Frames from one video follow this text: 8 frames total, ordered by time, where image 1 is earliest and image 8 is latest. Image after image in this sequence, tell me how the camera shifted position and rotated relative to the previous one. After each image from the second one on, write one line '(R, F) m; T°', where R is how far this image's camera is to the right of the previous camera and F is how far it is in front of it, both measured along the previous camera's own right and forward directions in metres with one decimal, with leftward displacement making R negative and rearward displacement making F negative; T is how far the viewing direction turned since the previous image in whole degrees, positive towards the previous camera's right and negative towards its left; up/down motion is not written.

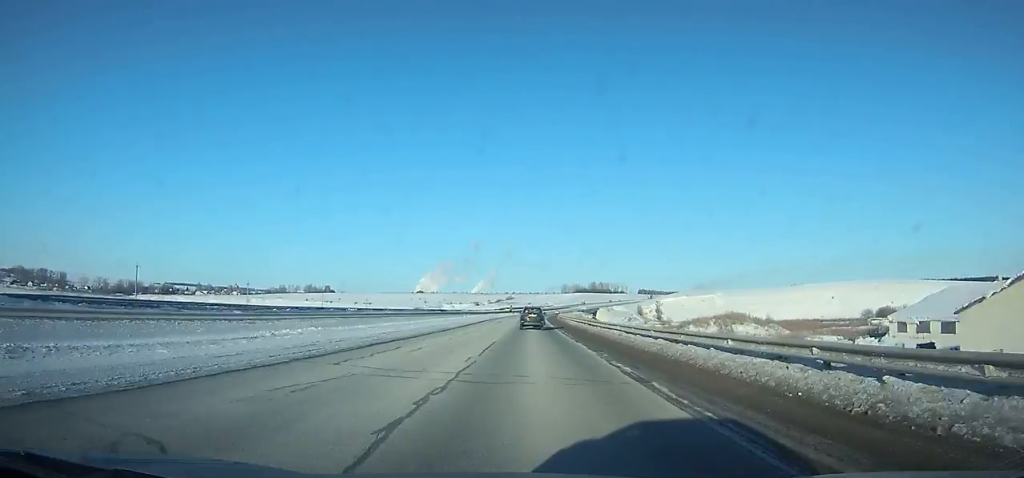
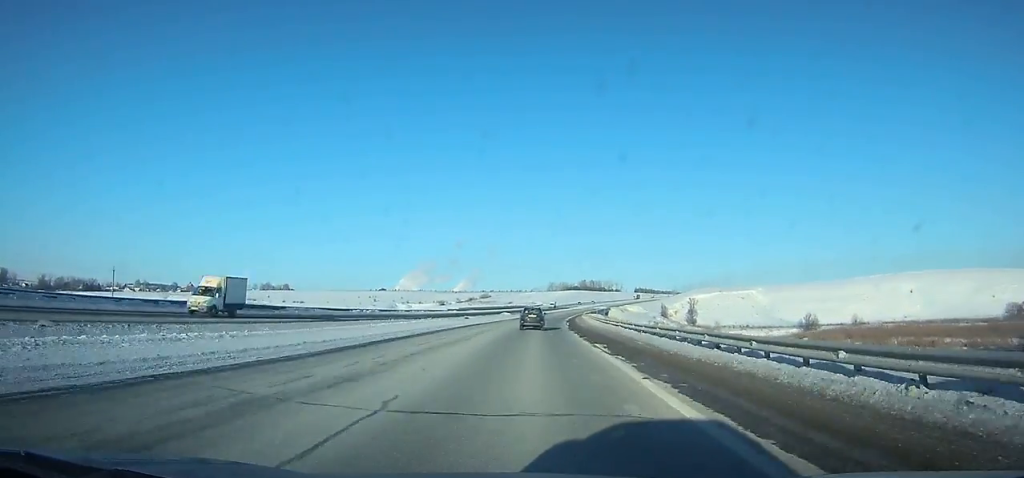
(+0.9, +108.0) m; +2°
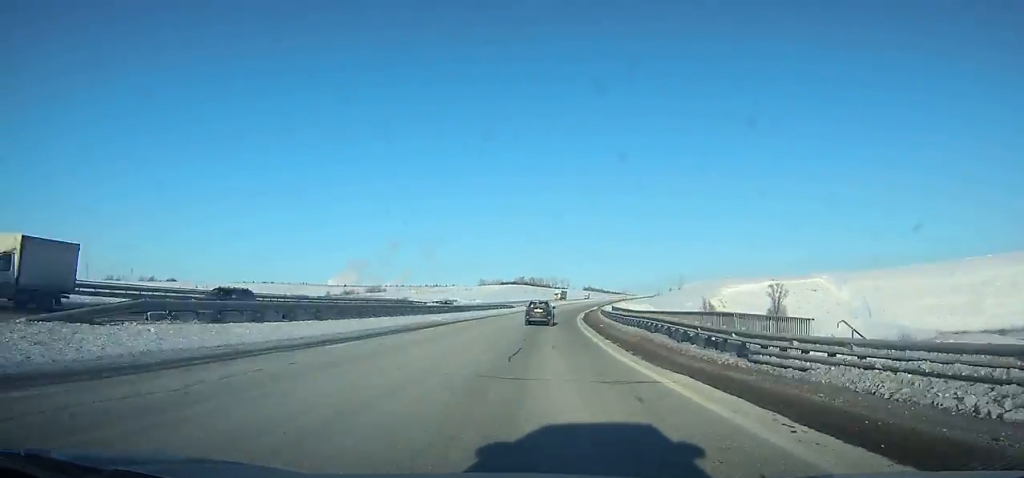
(+8.0, +140.2) m; +7°
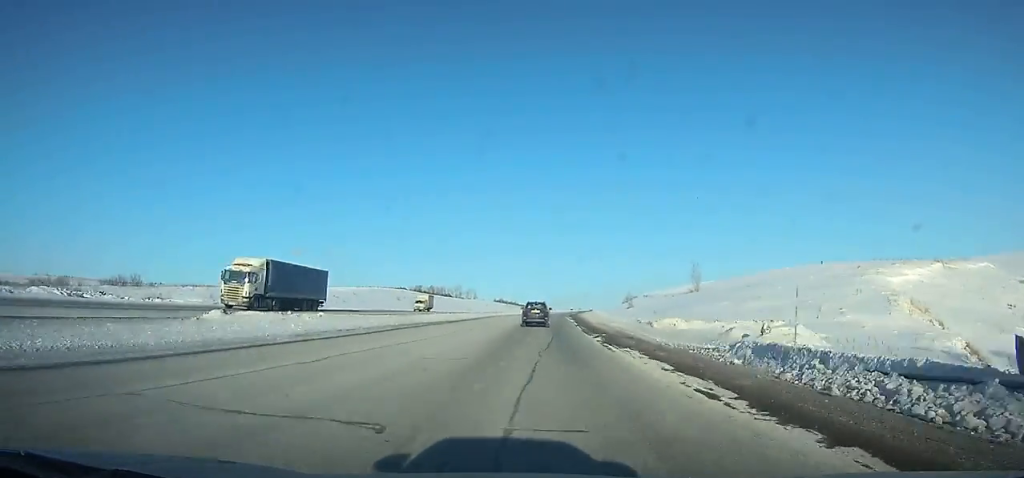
(+7.1, +114.2) m; +7°
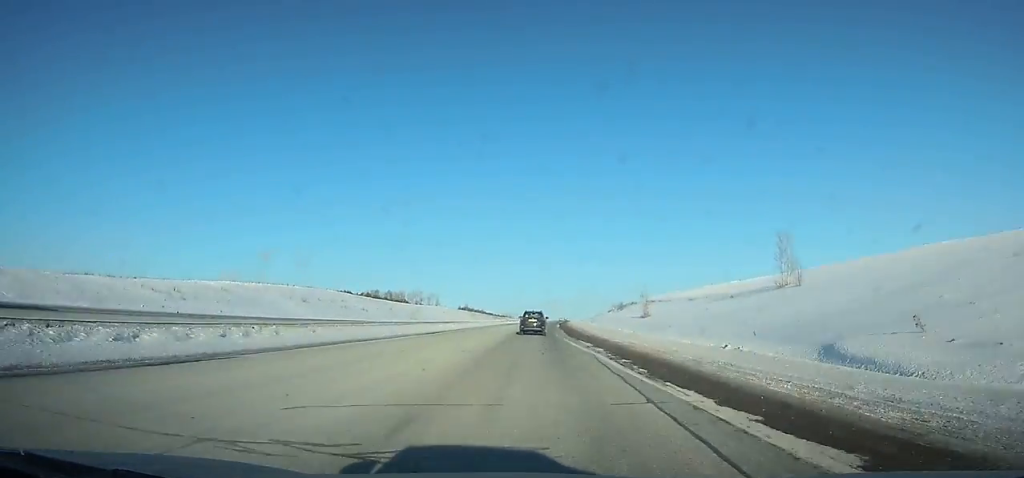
(+1.9, +51.4) m; +2°
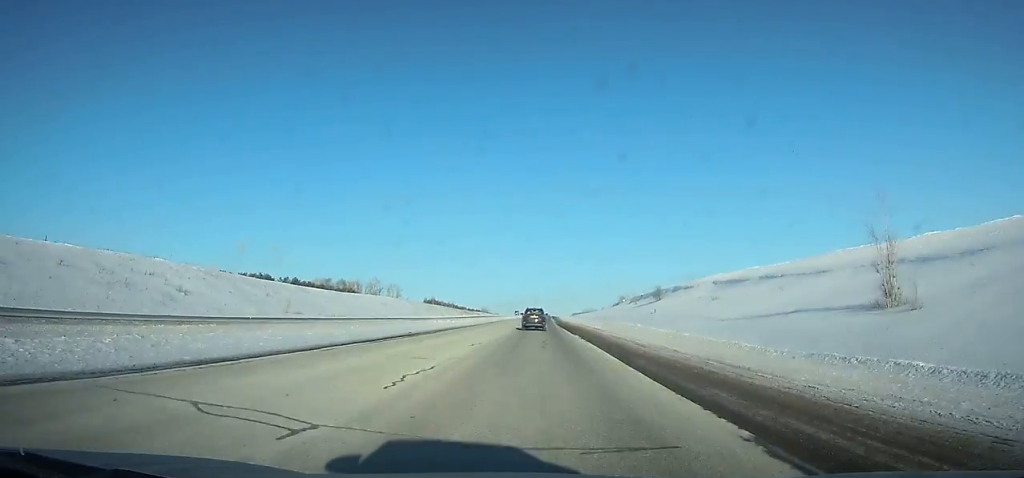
(+2.0, +72.9) m; +2°
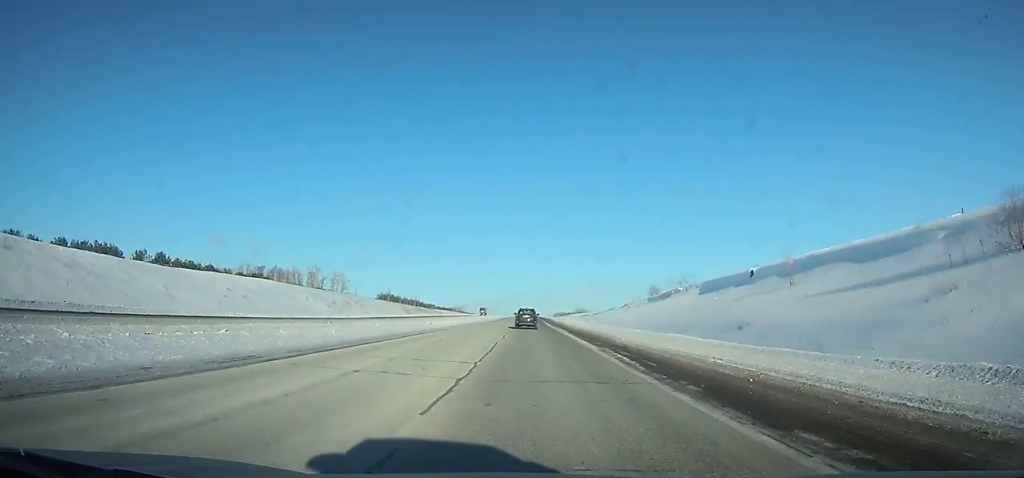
(+1.4, +81.2) m; +1°
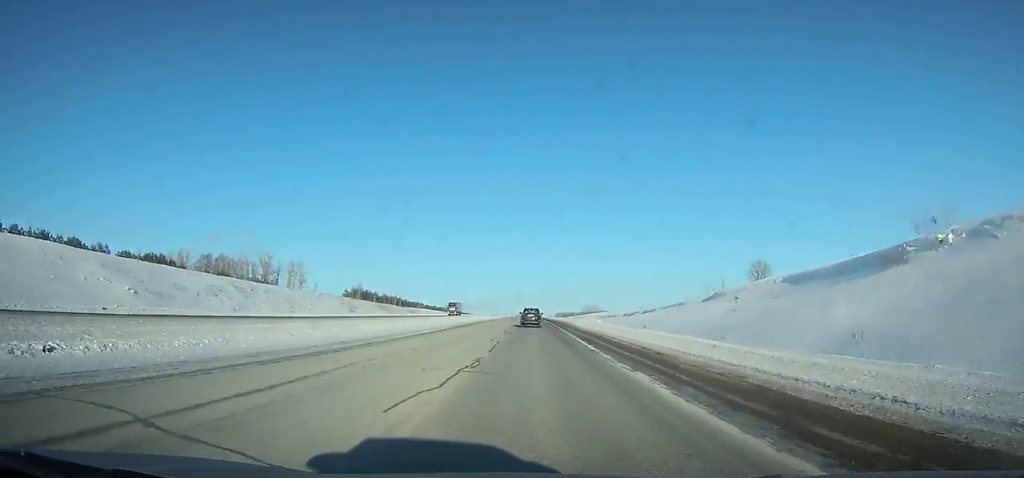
(+0.4, +62.5) m; +1°
